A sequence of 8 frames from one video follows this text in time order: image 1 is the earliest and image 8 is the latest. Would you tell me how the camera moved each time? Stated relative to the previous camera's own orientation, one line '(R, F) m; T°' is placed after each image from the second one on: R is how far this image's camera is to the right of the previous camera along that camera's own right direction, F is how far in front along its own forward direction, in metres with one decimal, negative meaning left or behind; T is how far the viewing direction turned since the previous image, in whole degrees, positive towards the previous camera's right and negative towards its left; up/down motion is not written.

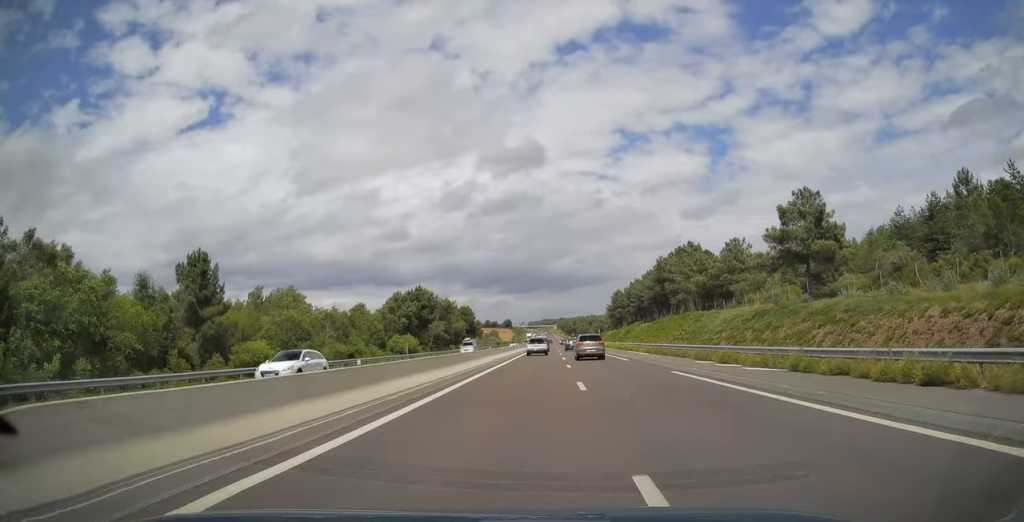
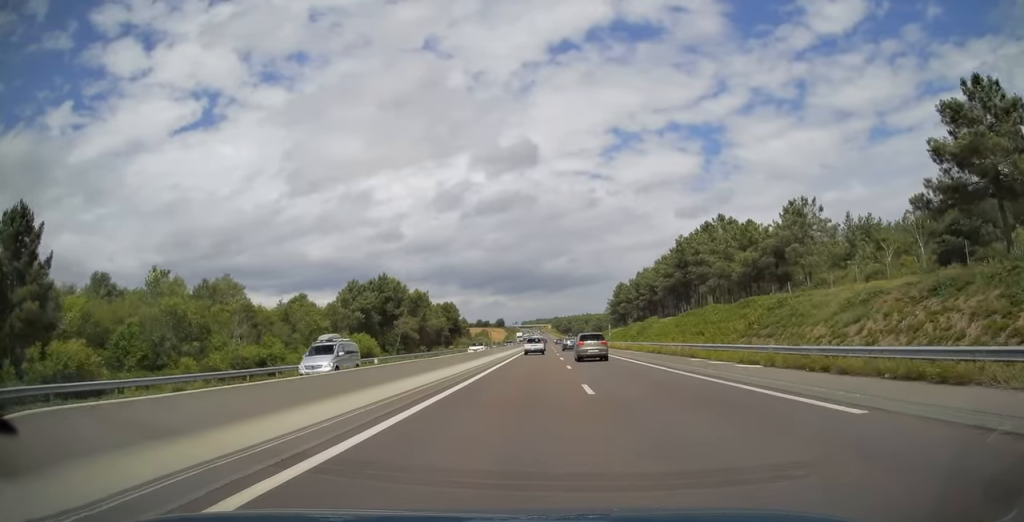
(0.0, +26.8) m; 0°
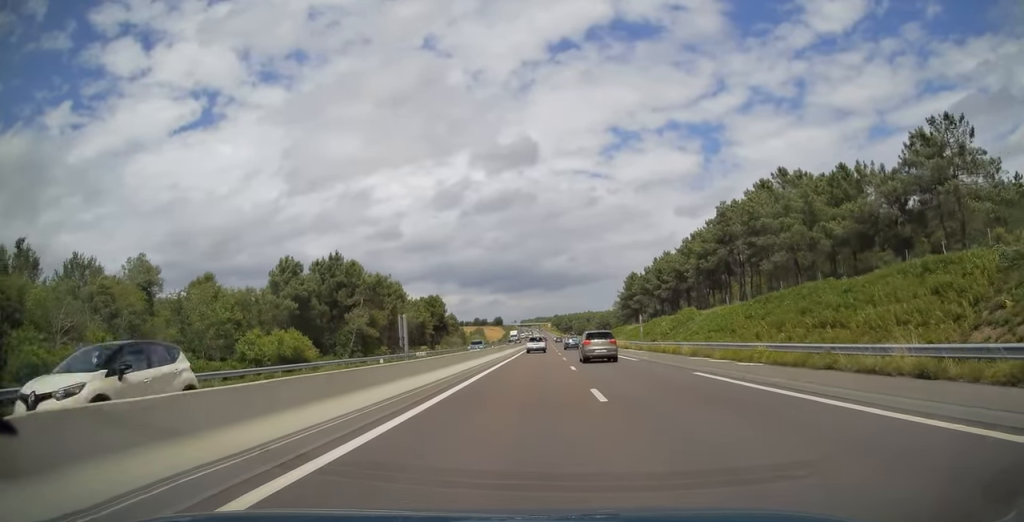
(+0.1, +27.4) m; 0°
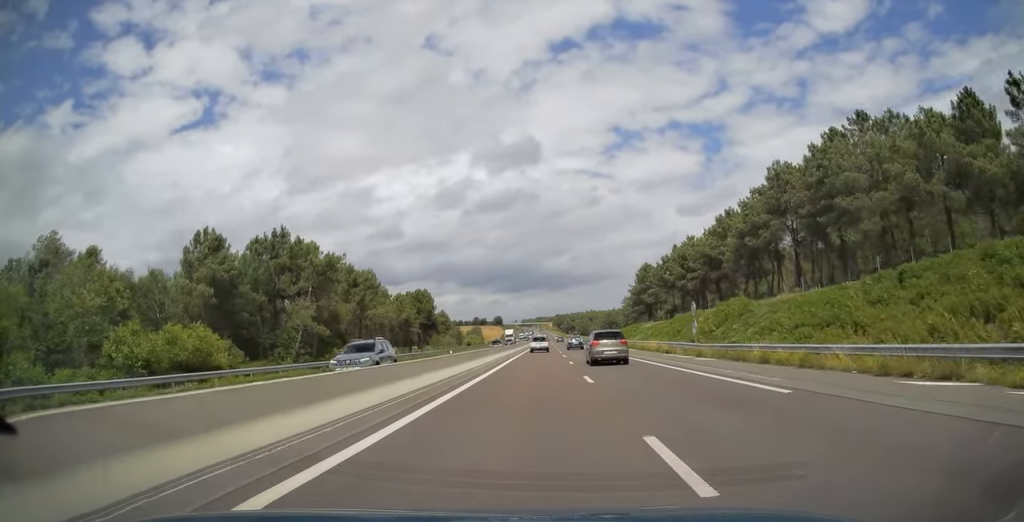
(+0.1, +20.1) m; 0°
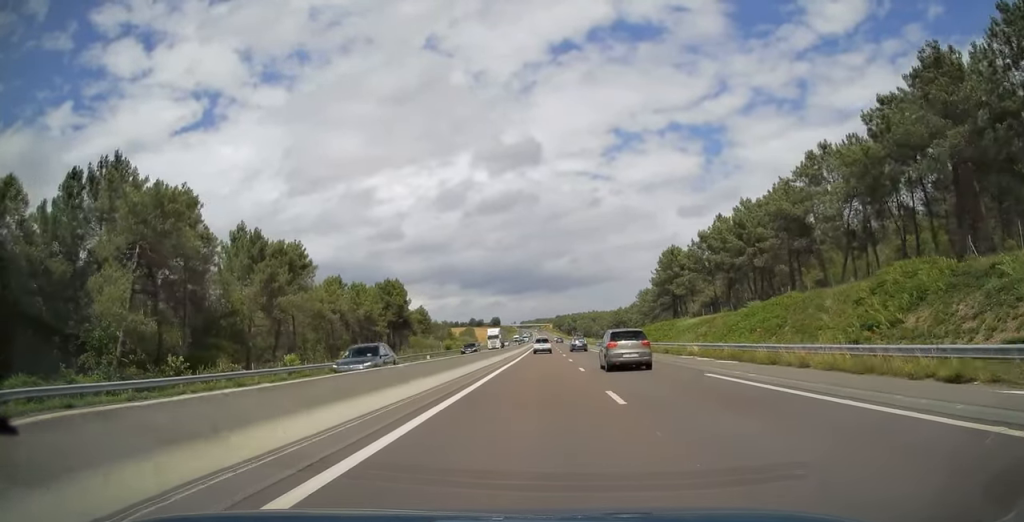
(-0.1, +31.3) m; 0°
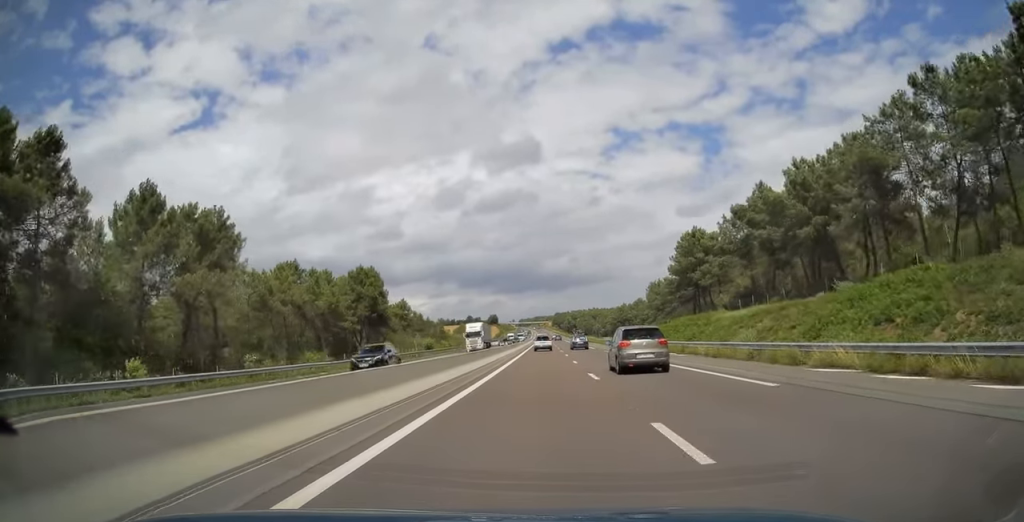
(0.0, +18.7) m; 0°
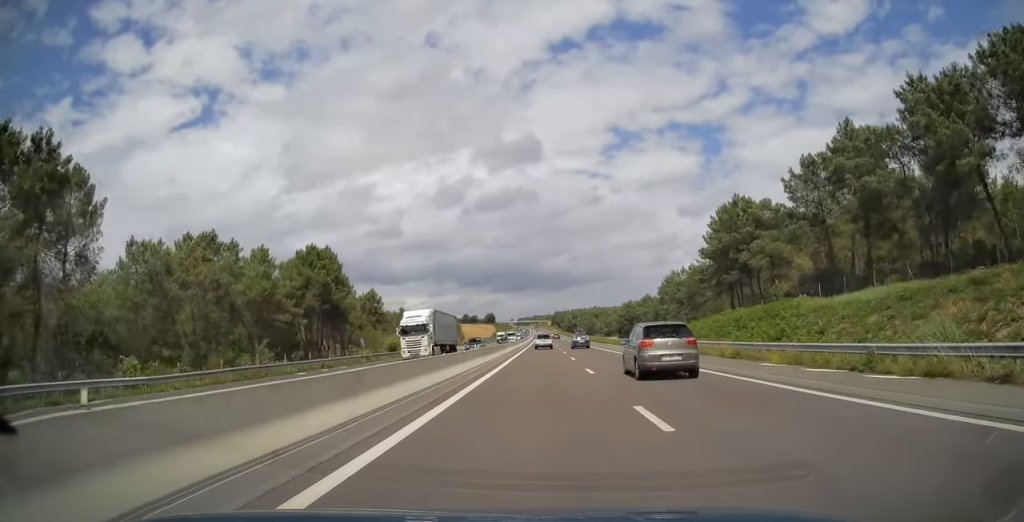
(0.0, +23.4) m; 0°
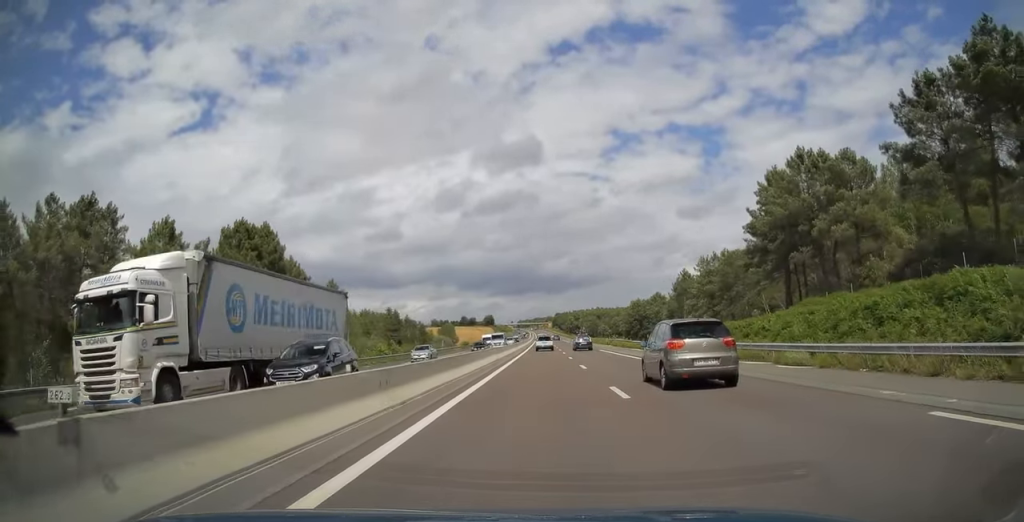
(0.0, +21.2) m; 0°
